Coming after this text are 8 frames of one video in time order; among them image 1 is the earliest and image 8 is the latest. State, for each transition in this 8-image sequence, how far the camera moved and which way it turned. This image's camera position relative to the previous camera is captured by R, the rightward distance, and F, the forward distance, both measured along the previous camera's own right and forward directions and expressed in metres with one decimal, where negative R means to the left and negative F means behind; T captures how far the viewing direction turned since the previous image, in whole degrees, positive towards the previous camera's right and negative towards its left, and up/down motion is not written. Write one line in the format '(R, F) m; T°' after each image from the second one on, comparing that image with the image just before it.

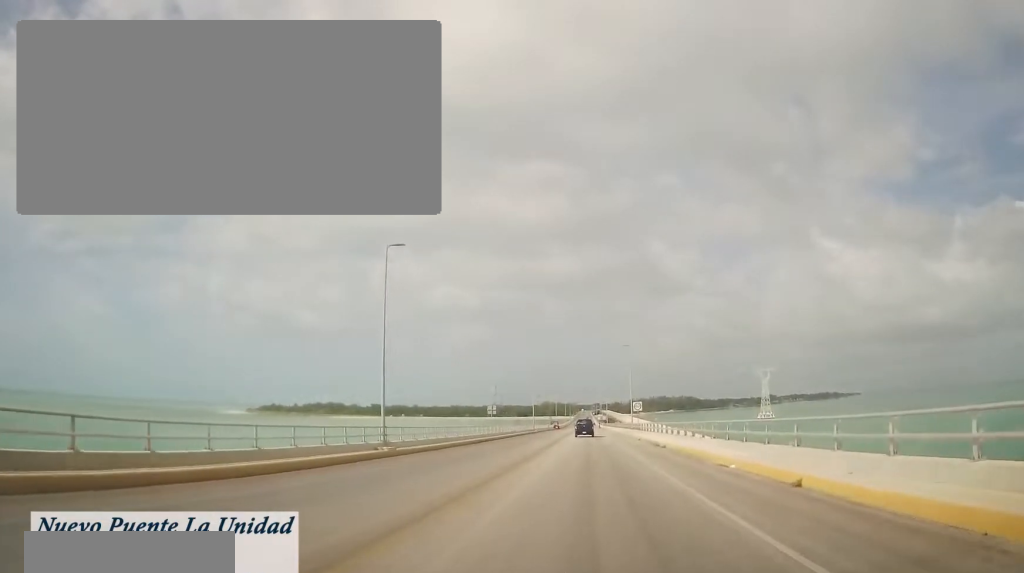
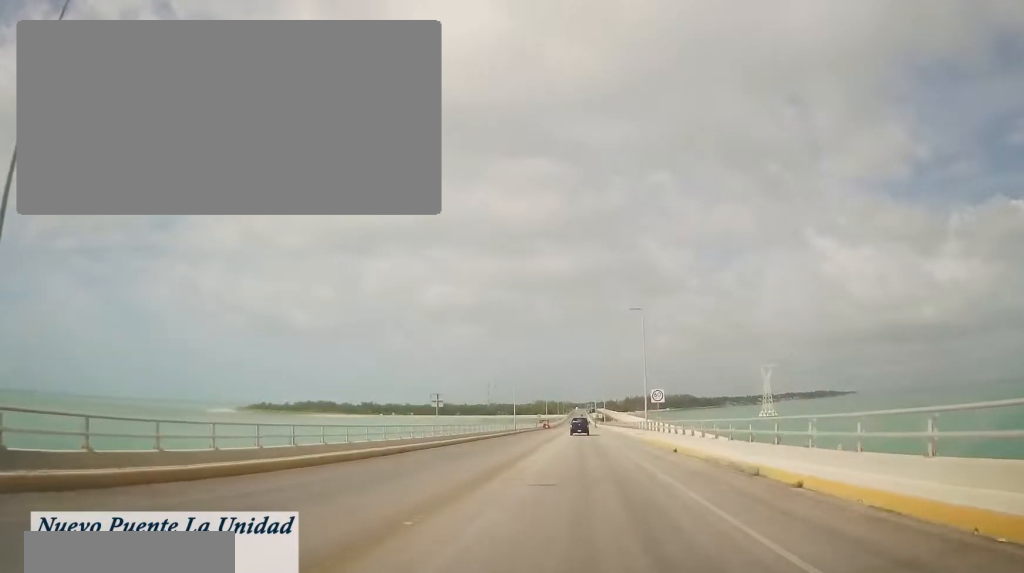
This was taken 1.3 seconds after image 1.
(-0.4, +21.0) m; -1°
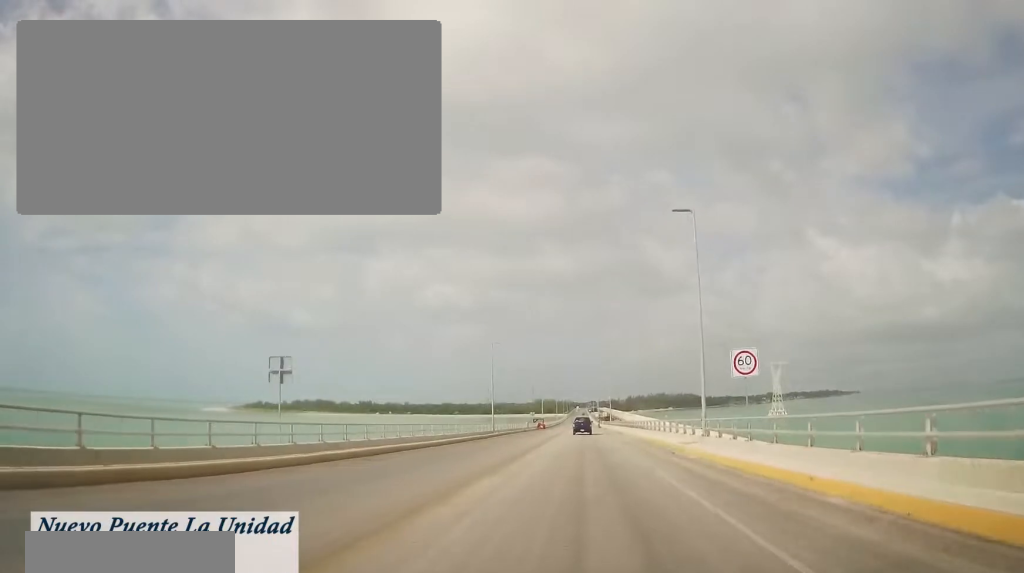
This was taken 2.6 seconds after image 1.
(+0.4, +22.0) m; +3°
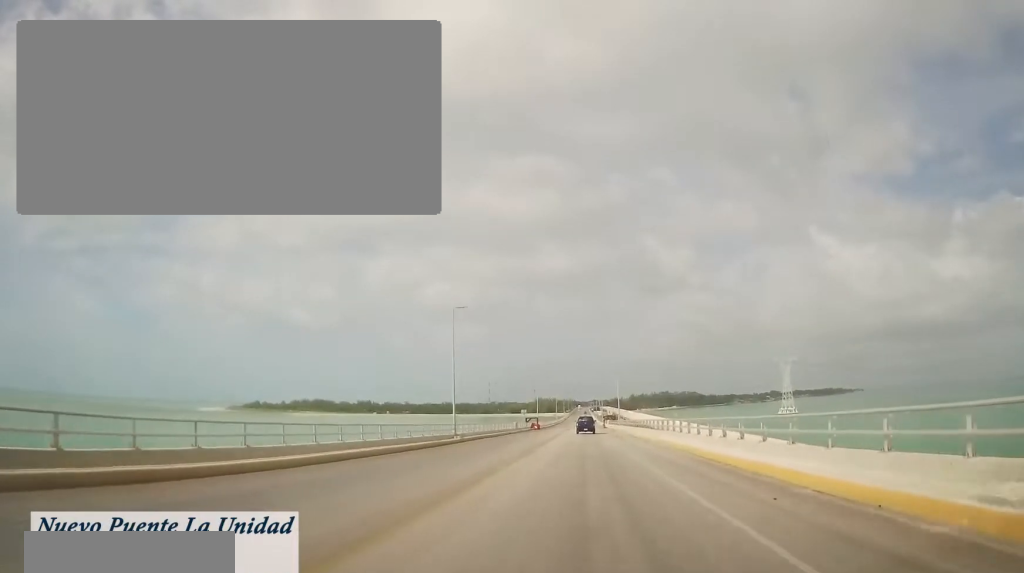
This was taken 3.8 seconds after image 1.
(+0.5, +20.1) m; +1°
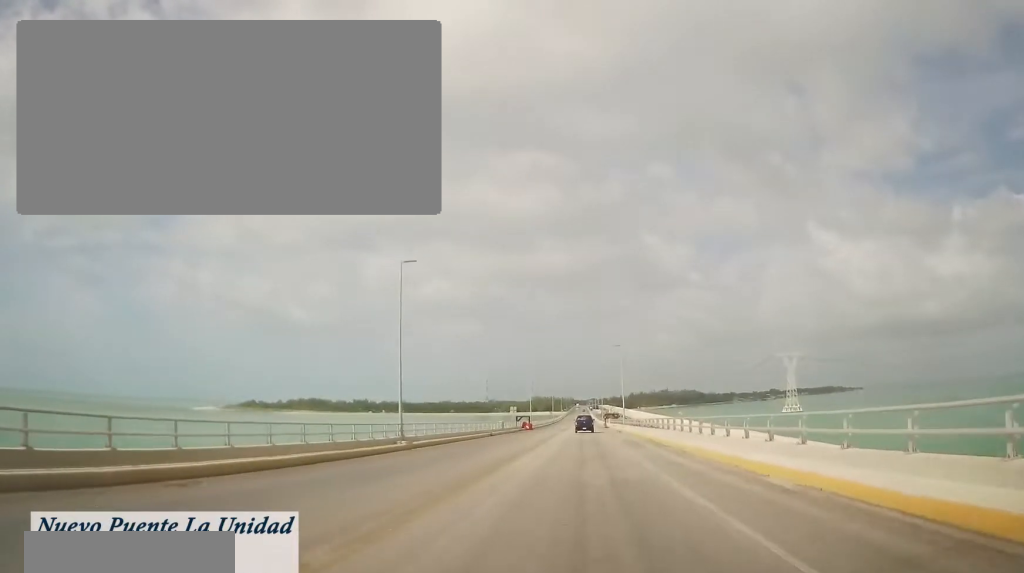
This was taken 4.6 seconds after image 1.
(0.0, +12.9) m; 0°
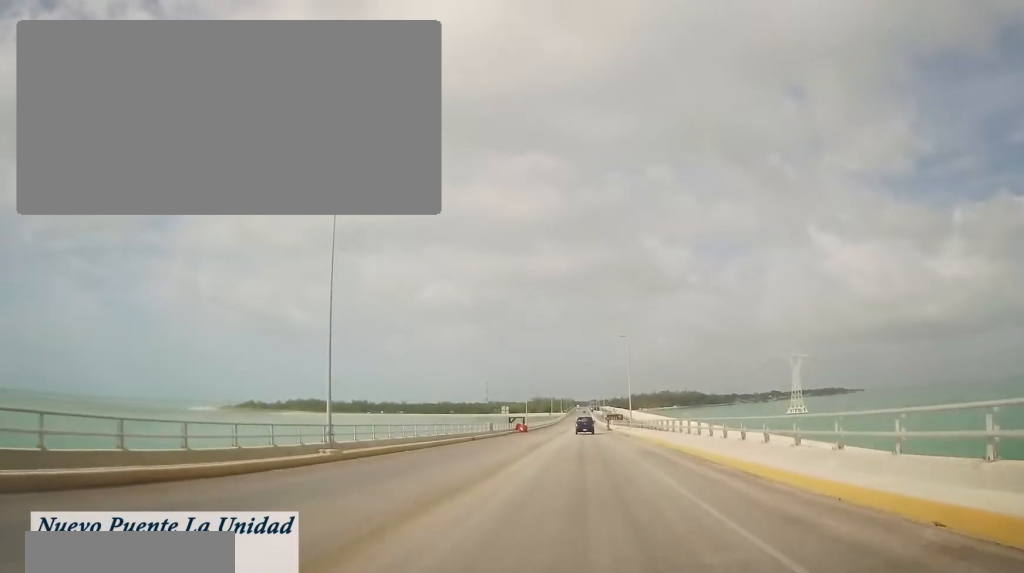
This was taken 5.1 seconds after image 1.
(0.0, +9.3) m; -1°
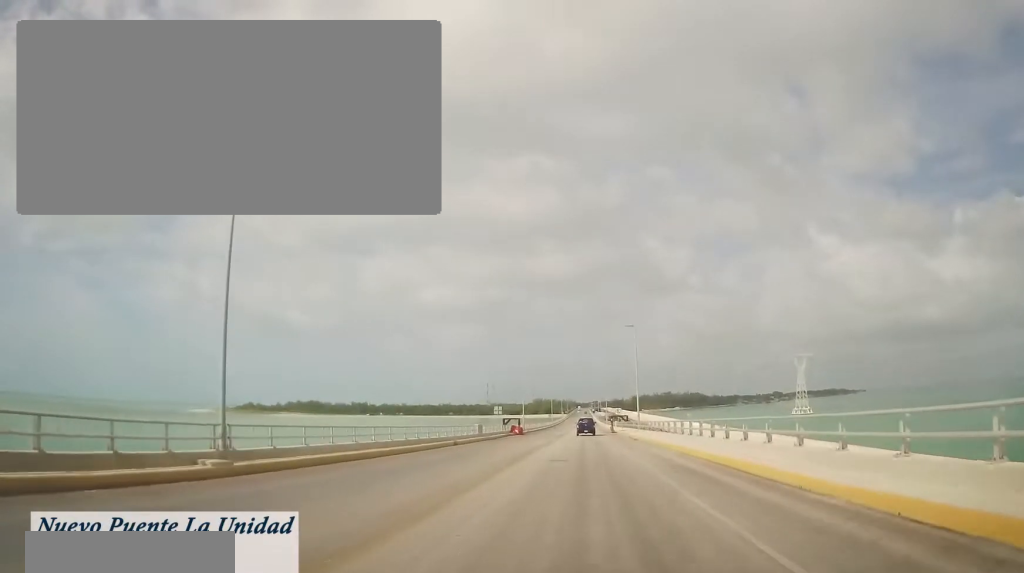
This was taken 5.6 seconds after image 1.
(0.0, +7.4) m; -1°
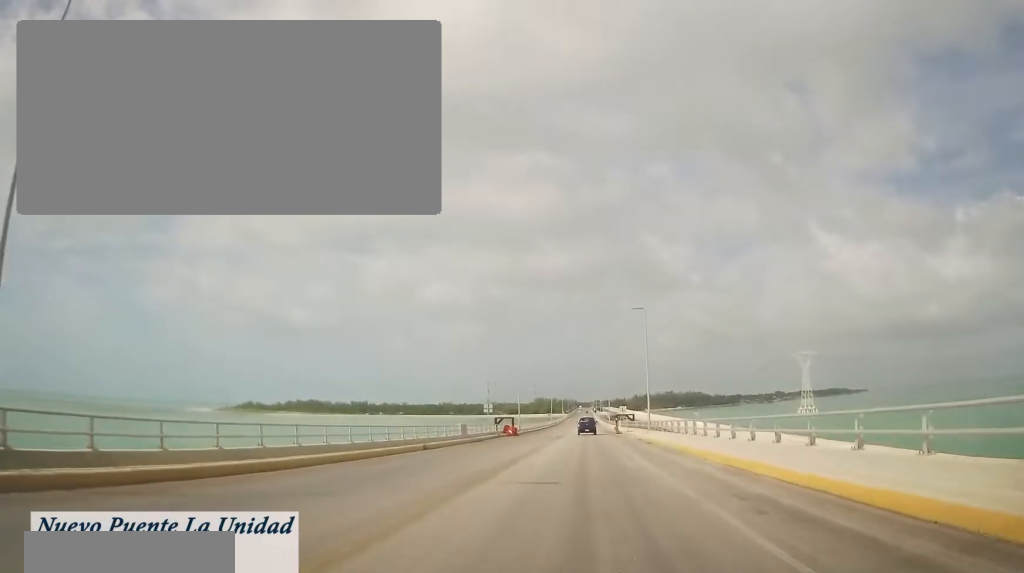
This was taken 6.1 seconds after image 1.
(-0.4, +7.9) m; 0°
